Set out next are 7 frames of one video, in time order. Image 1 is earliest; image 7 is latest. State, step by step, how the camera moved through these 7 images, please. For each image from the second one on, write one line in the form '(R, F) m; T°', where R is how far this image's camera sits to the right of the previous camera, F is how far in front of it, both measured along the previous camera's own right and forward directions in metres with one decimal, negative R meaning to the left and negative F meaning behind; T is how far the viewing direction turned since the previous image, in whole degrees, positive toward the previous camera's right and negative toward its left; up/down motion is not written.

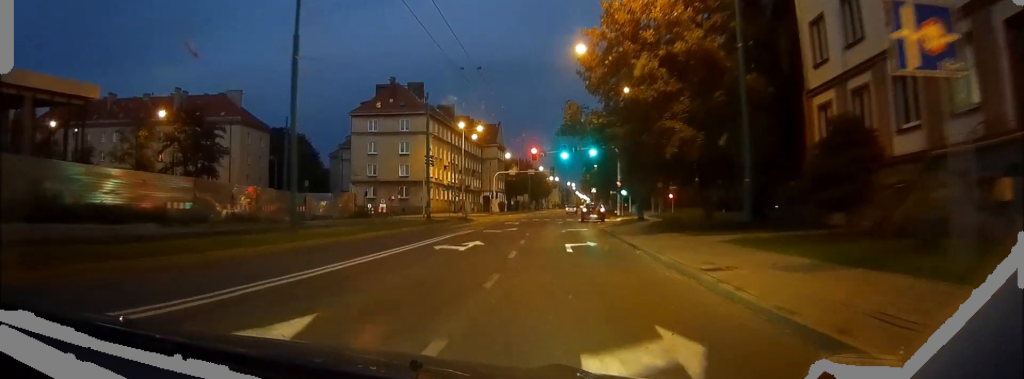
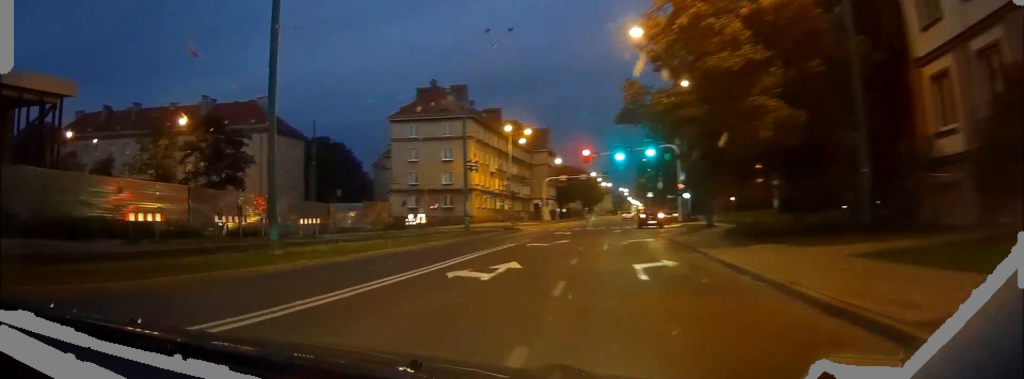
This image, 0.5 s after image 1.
(0.0, +6.1) m; 0°
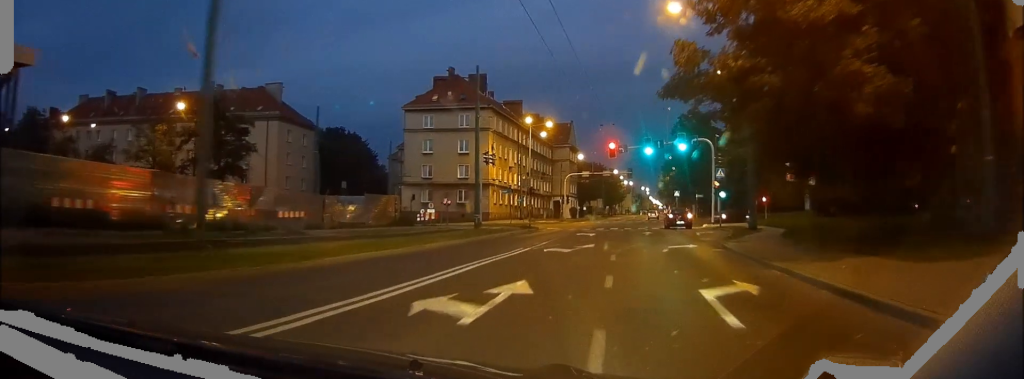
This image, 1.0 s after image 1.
(0.0, +5.3) m; -1°
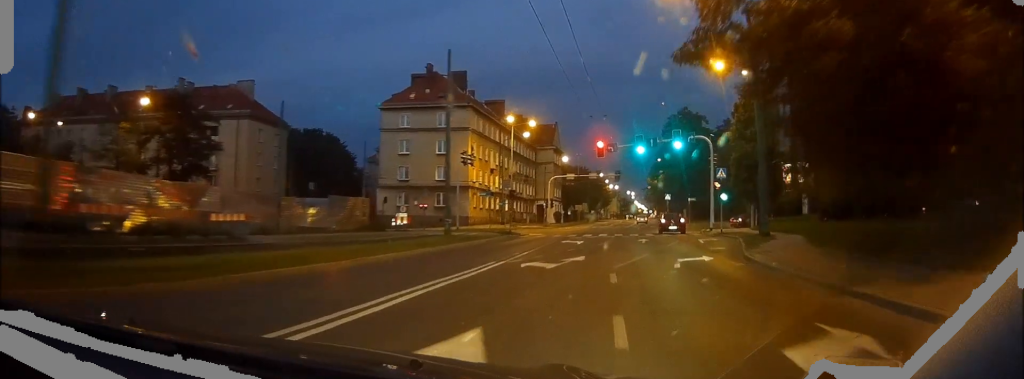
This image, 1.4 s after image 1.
(+0.1, +4.9) m; 0°
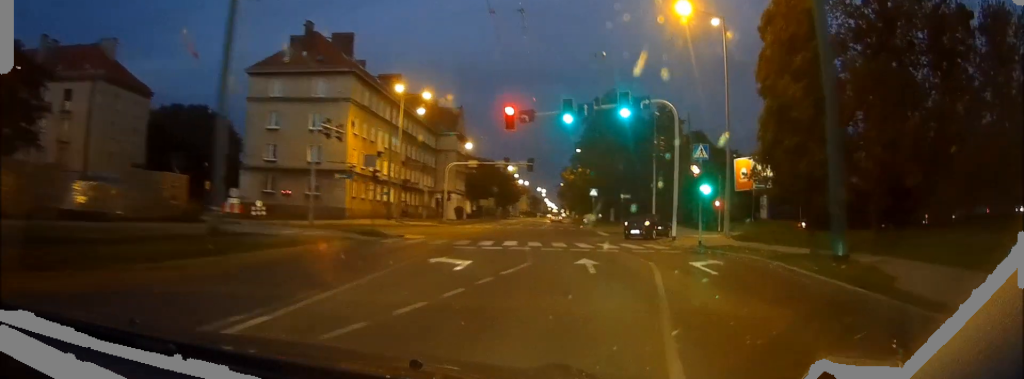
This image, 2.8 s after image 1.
(+0.3, +16.1) m; +6°
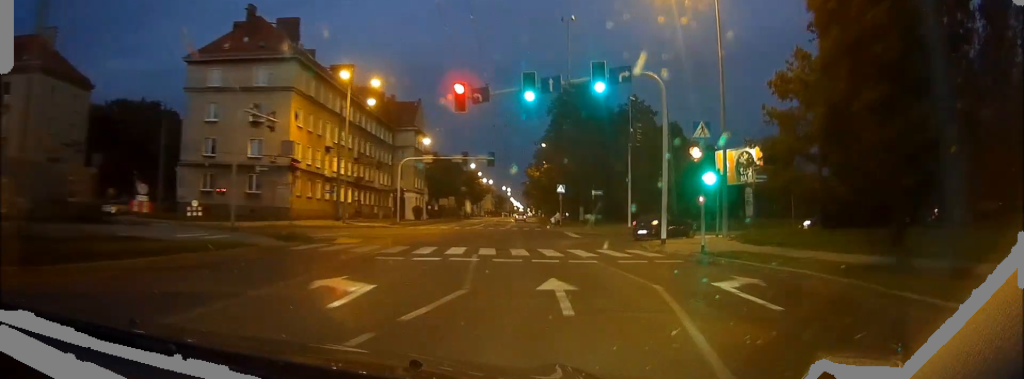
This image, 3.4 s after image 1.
(+0.1, +6.3) m; +3°
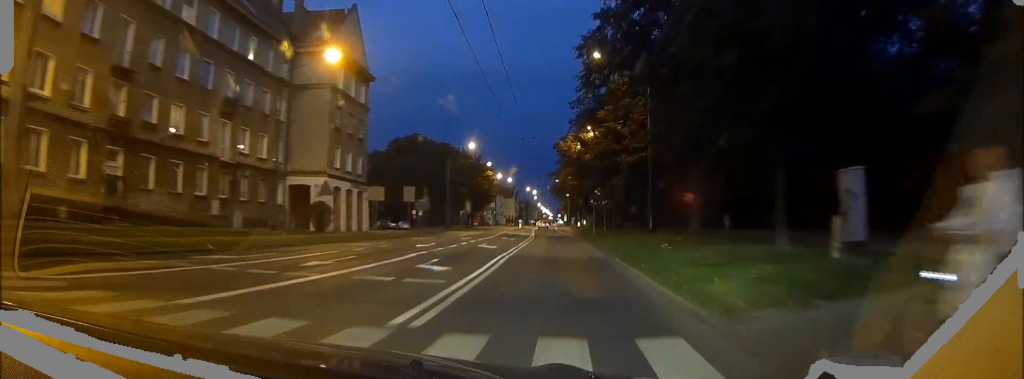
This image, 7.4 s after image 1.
(-1.0, +53.1) m; -4°
